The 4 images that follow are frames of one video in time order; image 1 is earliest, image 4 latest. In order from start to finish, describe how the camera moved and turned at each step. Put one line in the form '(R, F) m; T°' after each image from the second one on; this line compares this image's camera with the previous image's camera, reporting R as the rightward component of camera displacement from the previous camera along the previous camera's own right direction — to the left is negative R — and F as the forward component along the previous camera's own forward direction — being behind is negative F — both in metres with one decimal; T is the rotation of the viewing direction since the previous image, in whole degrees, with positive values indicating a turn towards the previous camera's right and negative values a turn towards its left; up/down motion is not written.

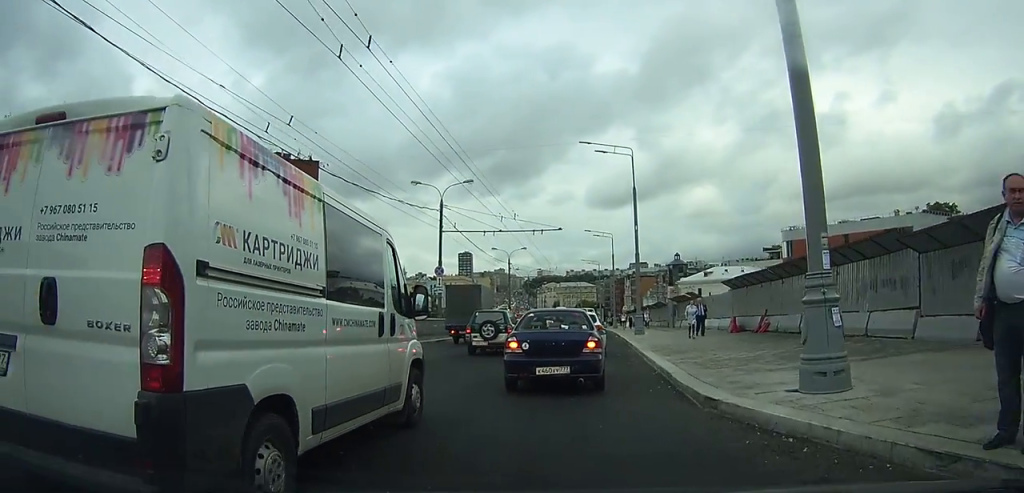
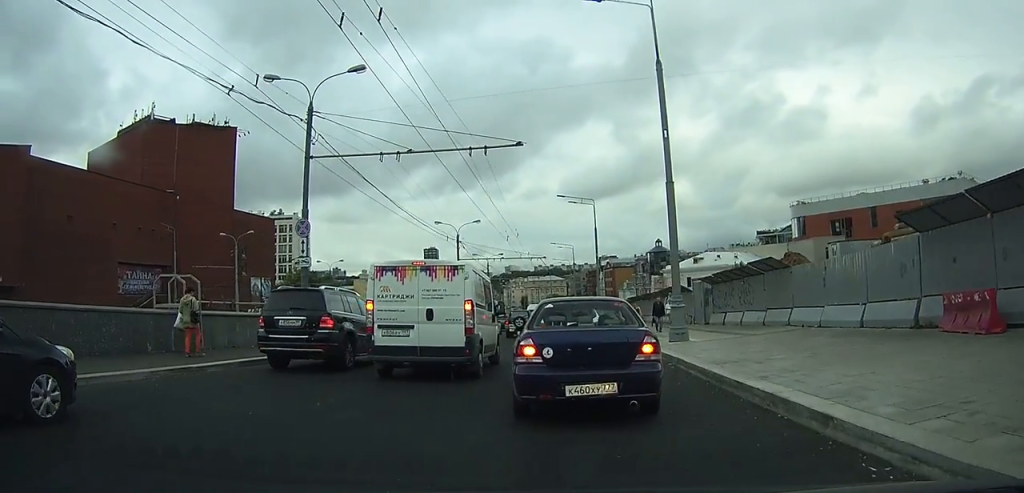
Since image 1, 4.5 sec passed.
(+0.9, +17.7) m; +2°
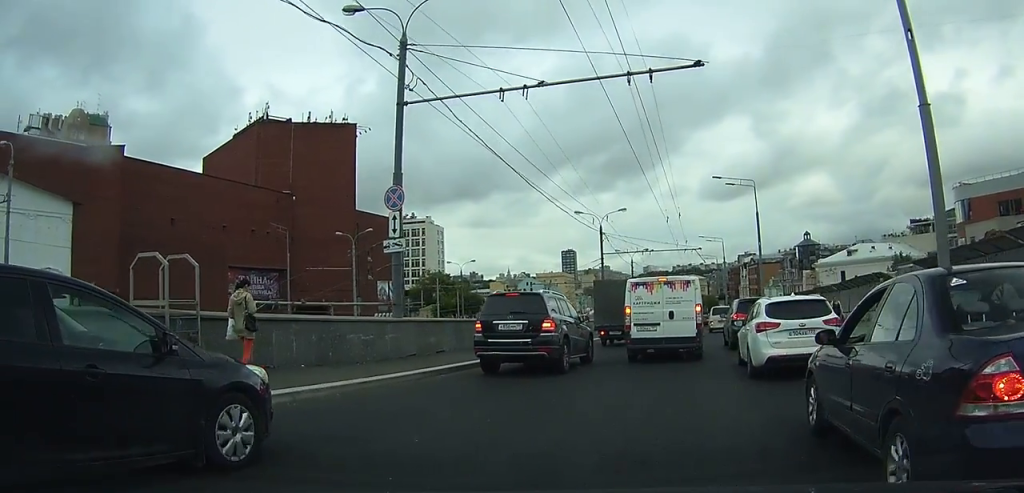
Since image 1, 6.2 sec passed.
(-0.7, +6.8) m; -7°
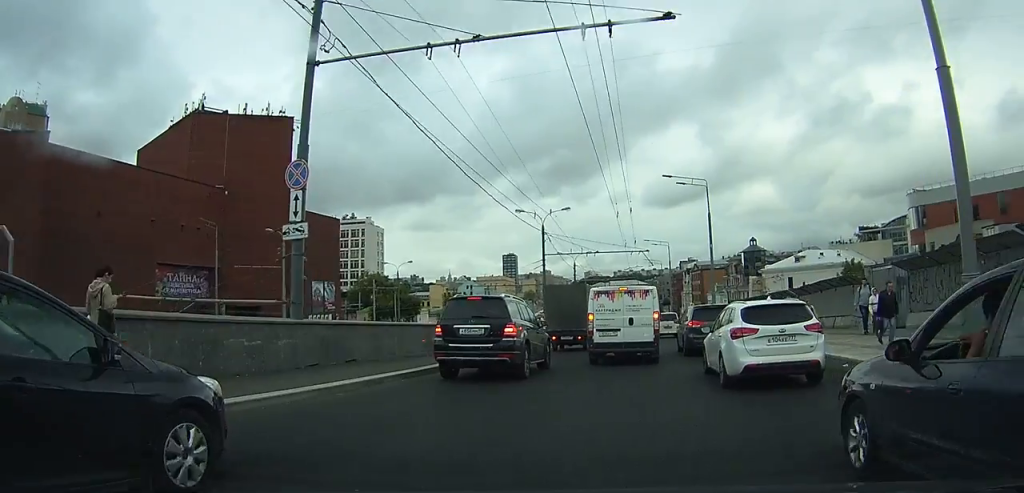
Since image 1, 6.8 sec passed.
(-0.1, +2.9) m; +3°
